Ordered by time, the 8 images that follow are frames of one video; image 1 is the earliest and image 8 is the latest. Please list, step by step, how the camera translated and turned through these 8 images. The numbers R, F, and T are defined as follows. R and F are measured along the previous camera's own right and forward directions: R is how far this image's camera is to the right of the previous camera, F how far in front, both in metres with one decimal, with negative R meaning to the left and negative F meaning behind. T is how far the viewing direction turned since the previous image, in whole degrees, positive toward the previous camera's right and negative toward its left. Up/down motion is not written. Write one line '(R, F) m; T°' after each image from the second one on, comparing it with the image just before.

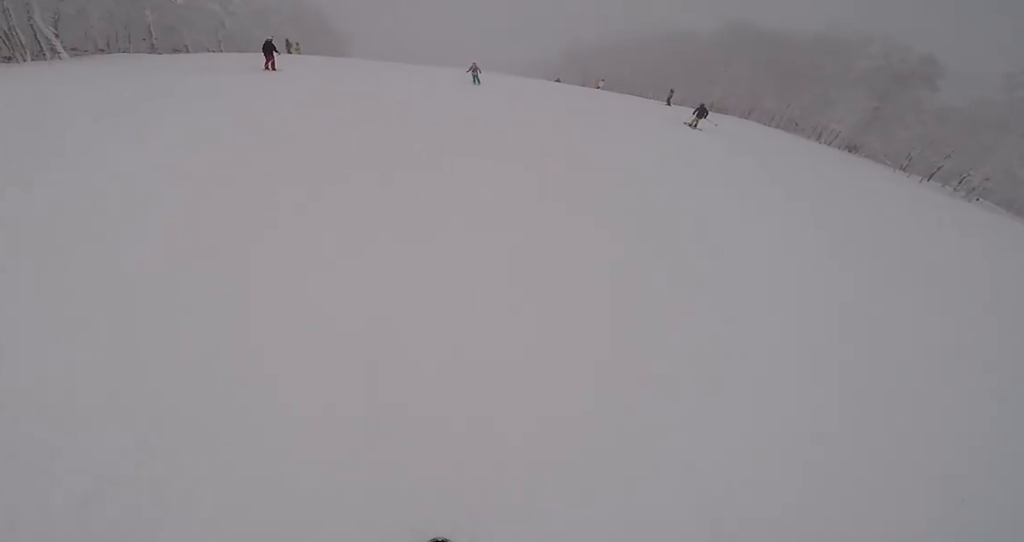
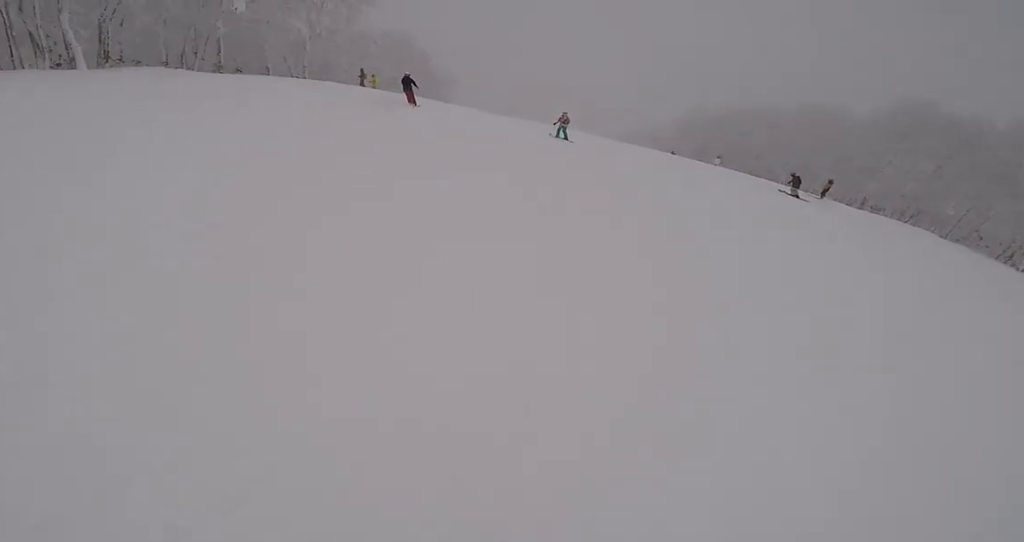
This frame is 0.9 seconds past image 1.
(-0.8, +6.4) m; -13°
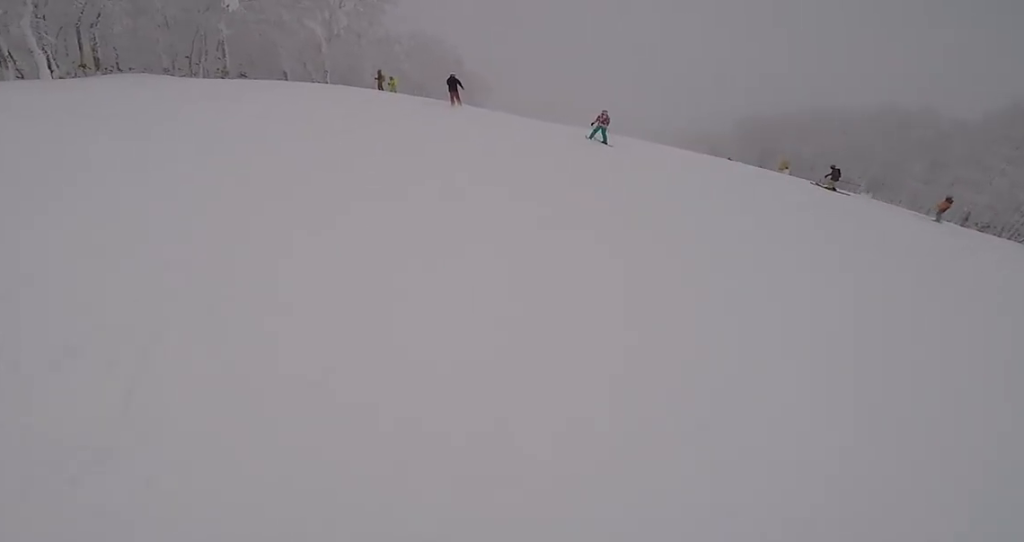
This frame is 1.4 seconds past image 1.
(-0.4, +3.9) m; -6°
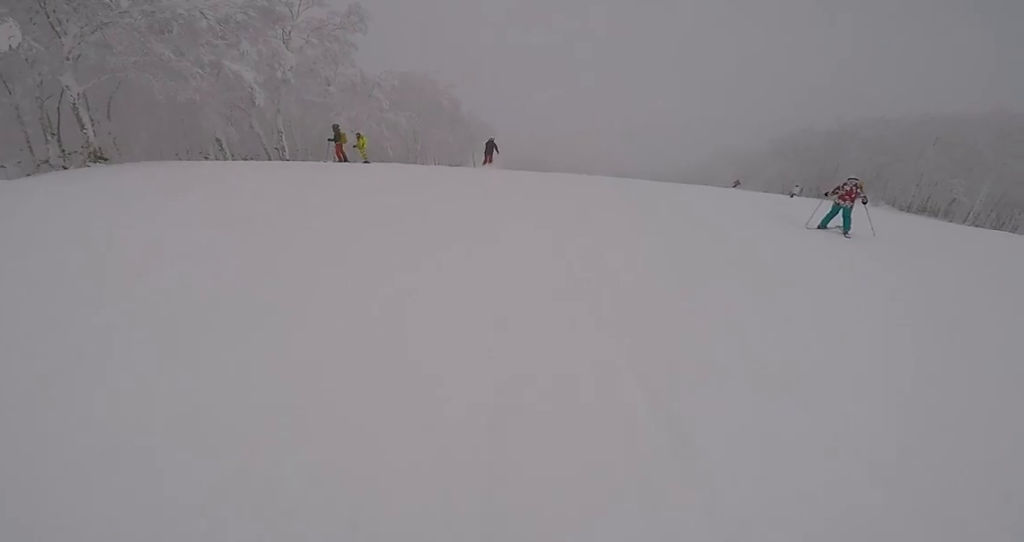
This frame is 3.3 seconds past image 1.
(-0.6, +12.6) m; +4°
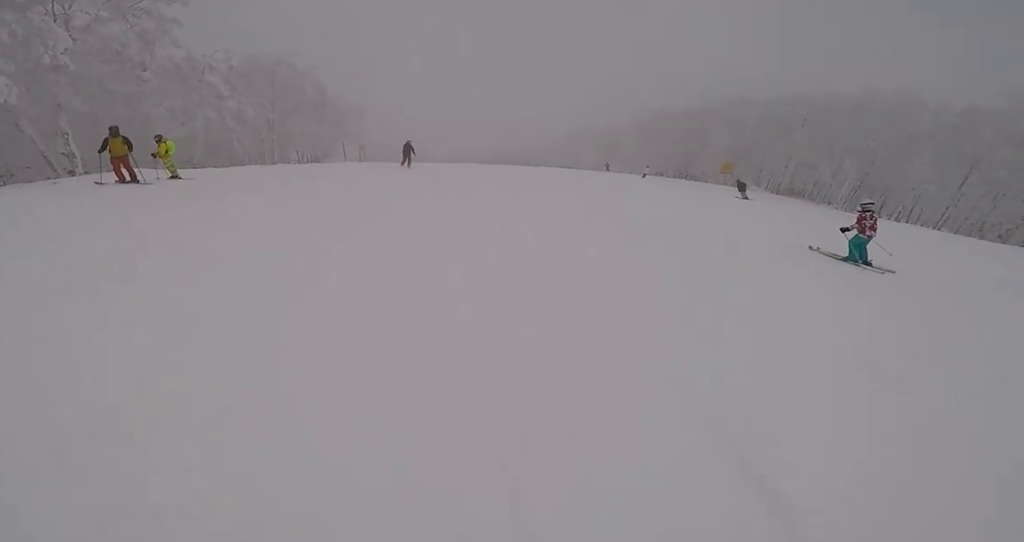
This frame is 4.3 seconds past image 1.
(+0.8, +6.3) m; +10°
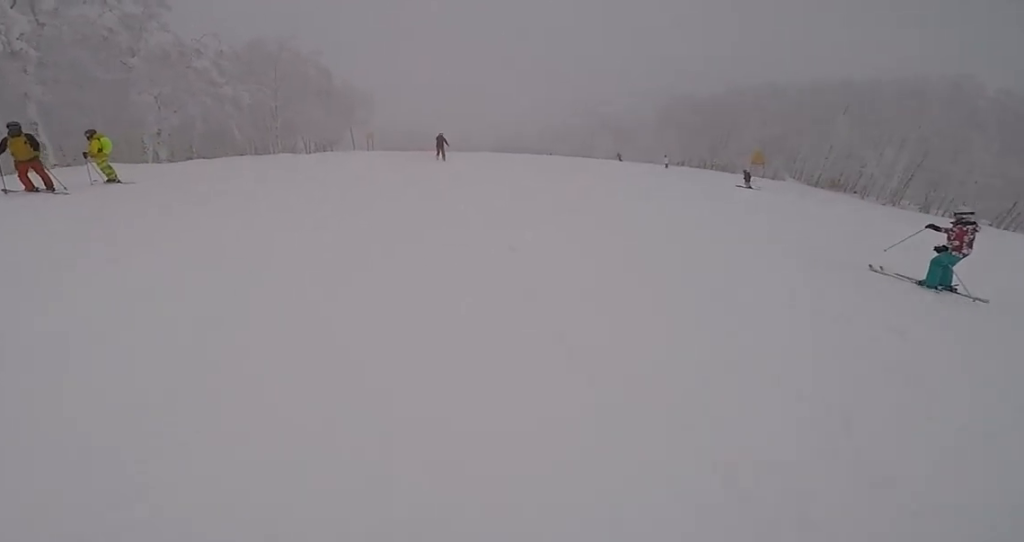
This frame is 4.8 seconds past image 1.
(+0.2, +3.6) m; +3°
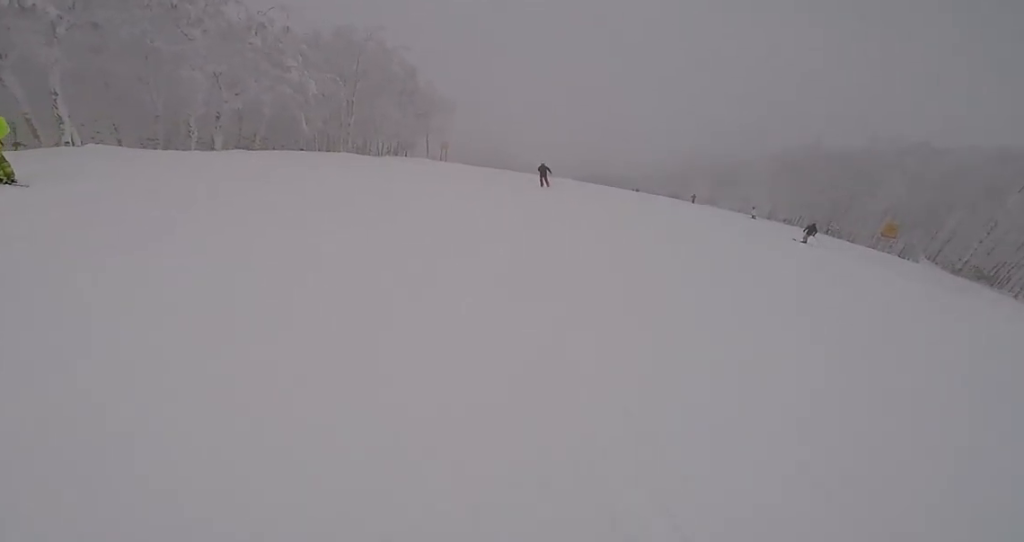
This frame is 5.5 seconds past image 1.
(0.0, +5.1) m; 0°
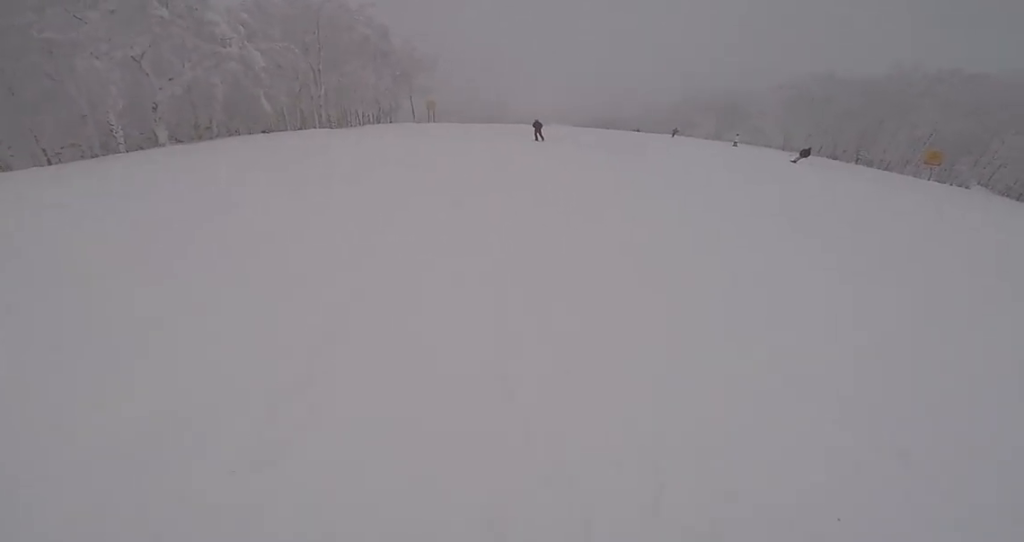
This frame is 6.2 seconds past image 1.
(0.0, +4.9) m; -6°
